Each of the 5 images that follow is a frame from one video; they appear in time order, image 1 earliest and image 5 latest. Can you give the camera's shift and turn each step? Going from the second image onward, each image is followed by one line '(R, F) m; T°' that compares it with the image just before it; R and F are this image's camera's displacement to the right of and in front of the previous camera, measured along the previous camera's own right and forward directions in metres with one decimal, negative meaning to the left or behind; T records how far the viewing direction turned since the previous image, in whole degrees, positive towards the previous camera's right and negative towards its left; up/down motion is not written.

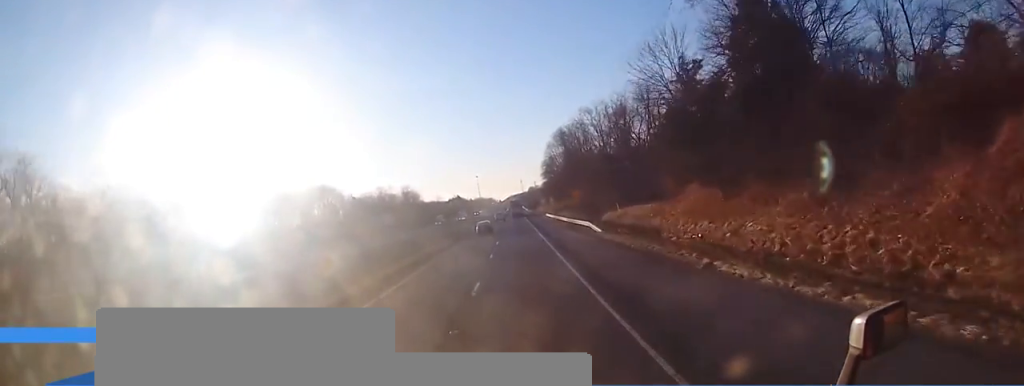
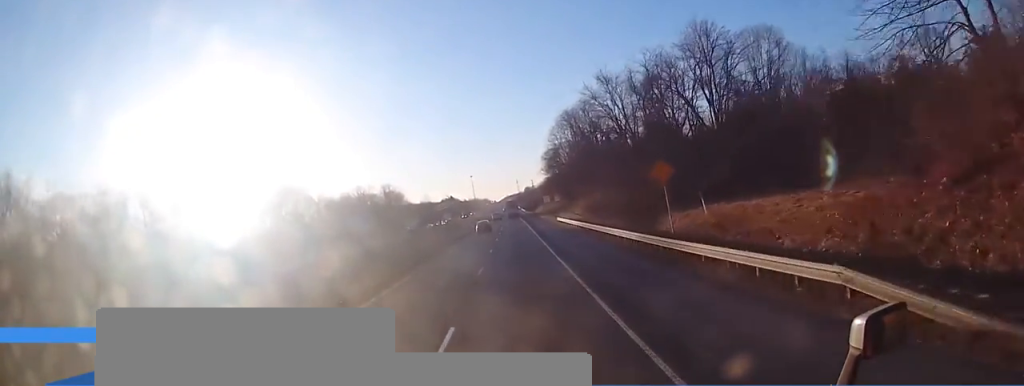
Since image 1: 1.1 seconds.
(+0.3, +31.7) m; +1°
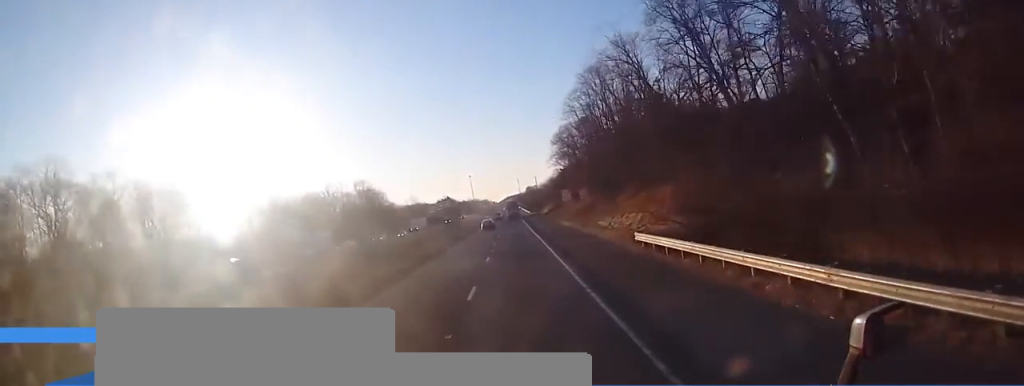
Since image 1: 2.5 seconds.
(+0.4, +42.4) m; 0°
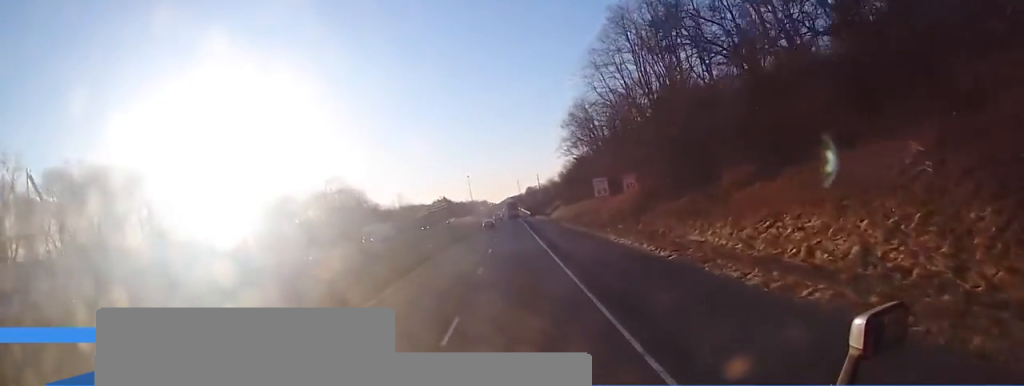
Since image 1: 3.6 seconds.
(-0.3, +29.4) m; -1°
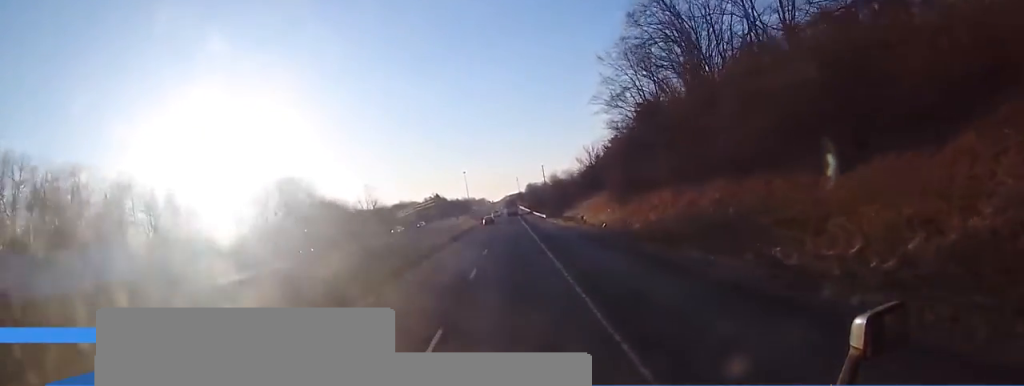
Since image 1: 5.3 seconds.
(-0.5, +49.9) m; 0°
